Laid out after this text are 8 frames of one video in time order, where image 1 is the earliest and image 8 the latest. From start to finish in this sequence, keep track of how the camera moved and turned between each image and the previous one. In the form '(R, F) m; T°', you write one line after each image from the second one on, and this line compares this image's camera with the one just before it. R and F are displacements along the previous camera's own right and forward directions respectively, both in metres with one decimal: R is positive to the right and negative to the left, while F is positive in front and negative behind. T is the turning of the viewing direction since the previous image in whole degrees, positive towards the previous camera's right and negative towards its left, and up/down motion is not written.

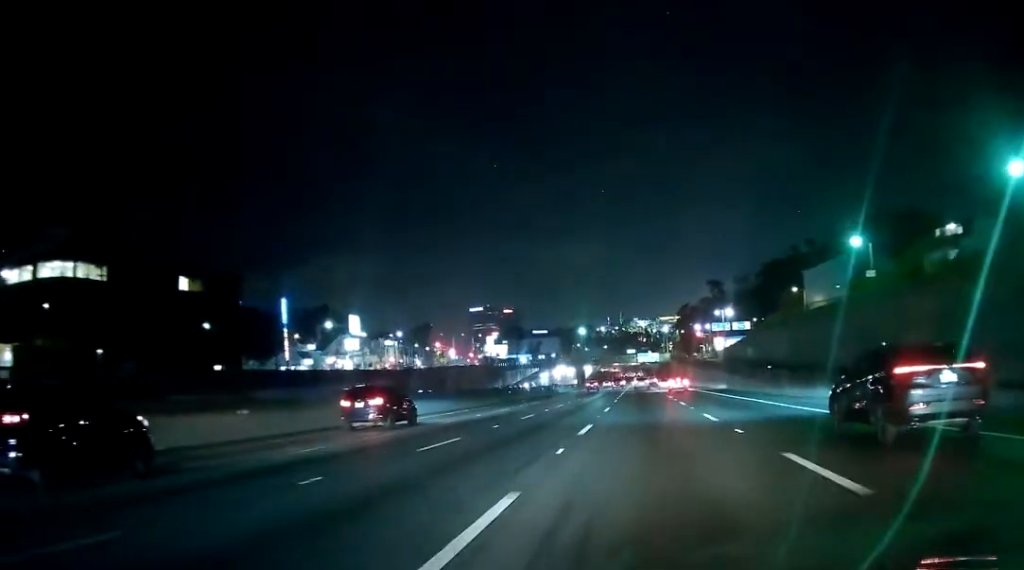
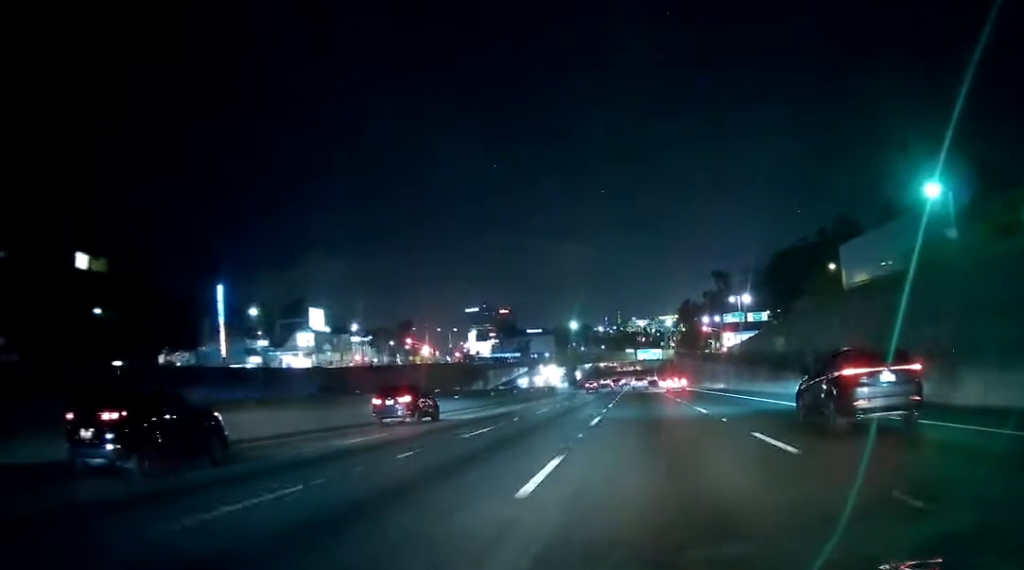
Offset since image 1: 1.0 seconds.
(-0.4, +25.2) m; 0°
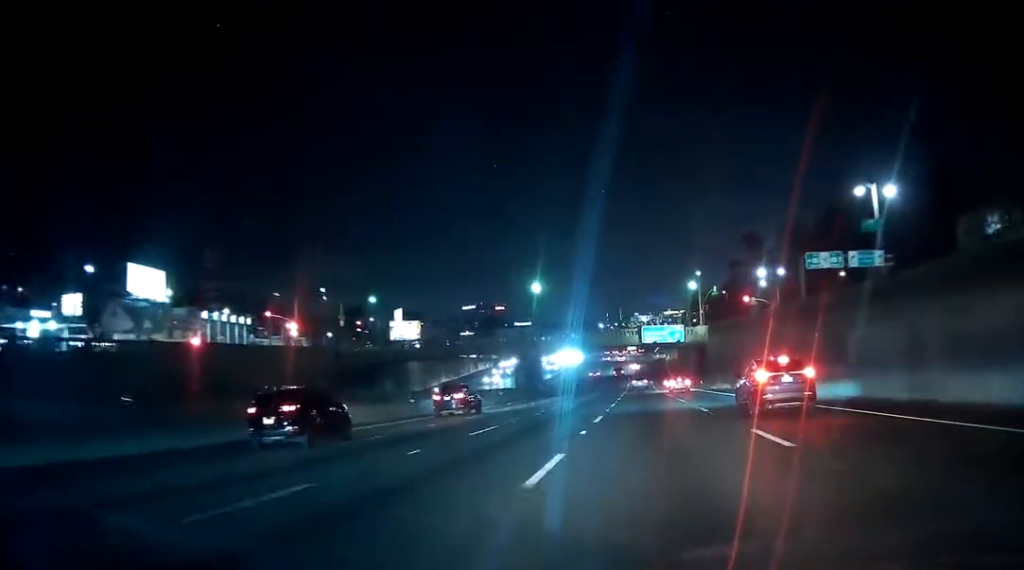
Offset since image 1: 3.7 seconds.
(+1.1, +72.7) m; +1°
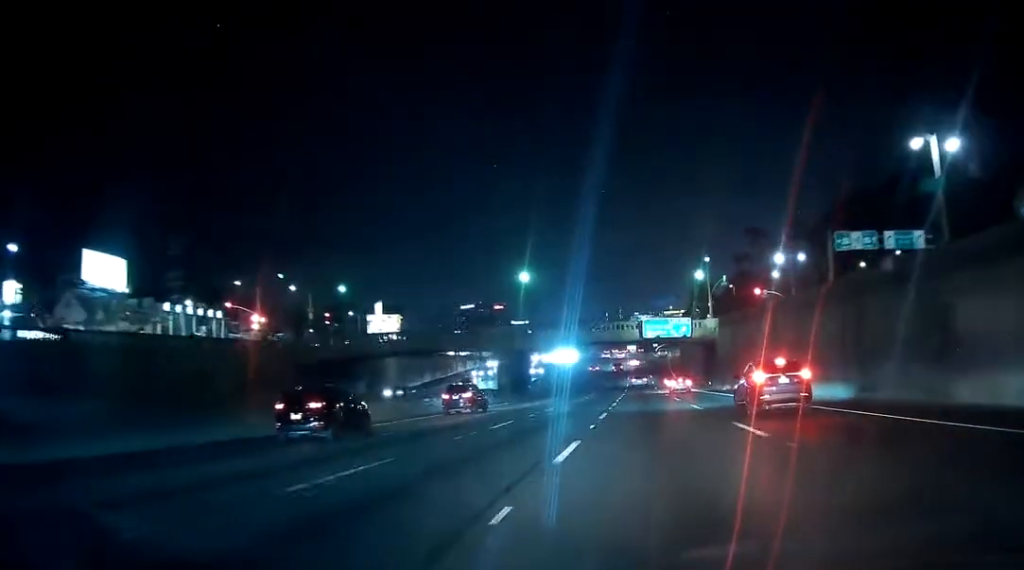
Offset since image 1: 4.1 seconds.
(+0.1, +11.7) m; 0°
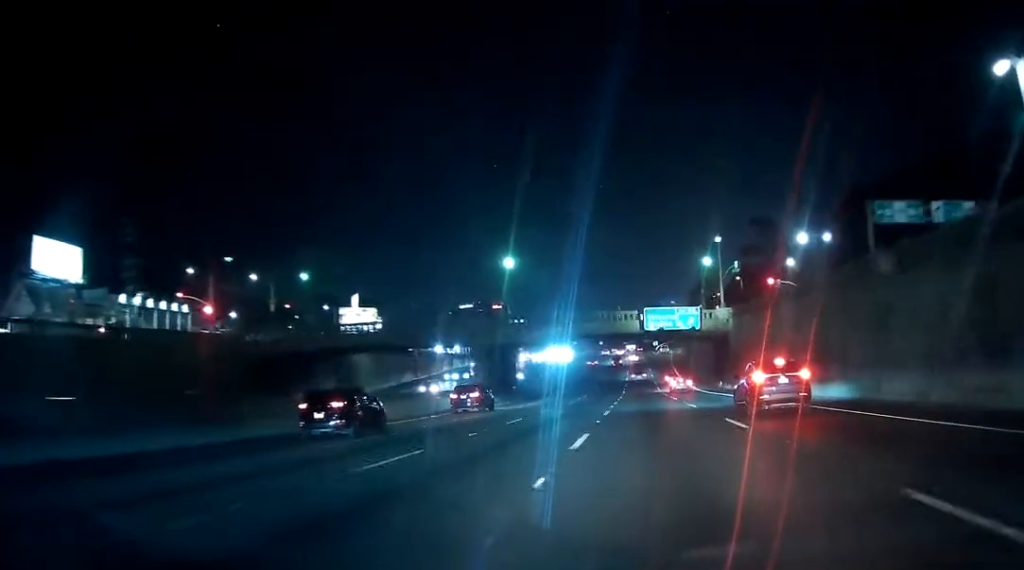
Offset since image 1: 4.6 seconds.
(-0.2, +12.7) m; -1°
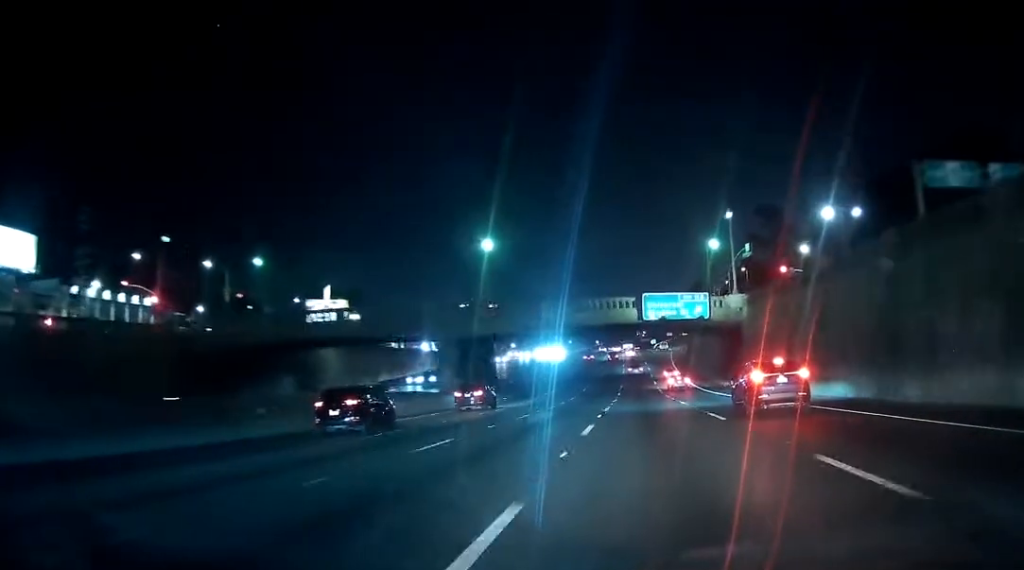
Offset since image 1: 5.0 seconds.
(-0.1, +10.8) m; 0°
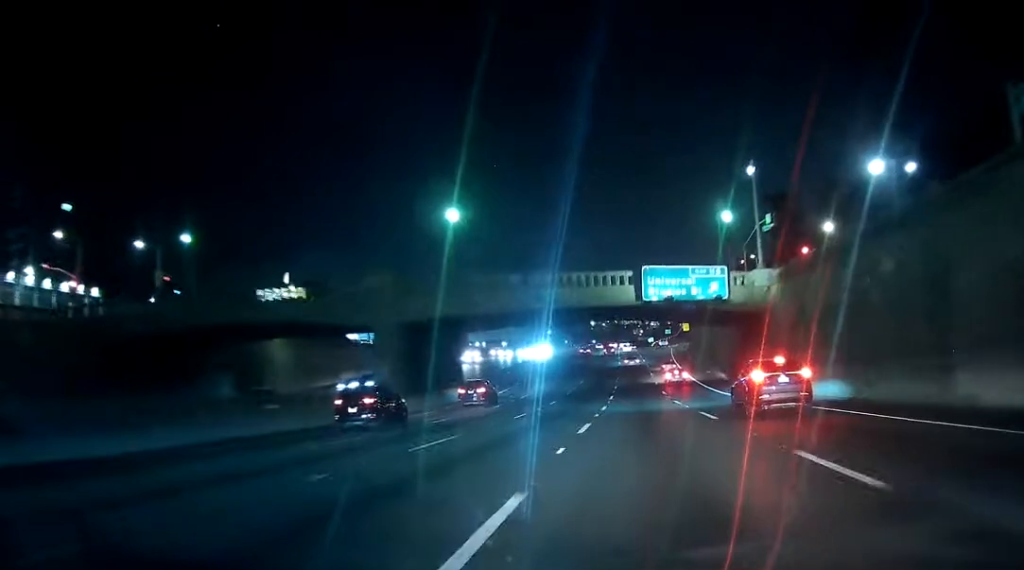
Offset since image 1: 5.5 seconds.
(0.0, +13.5) m; +1°
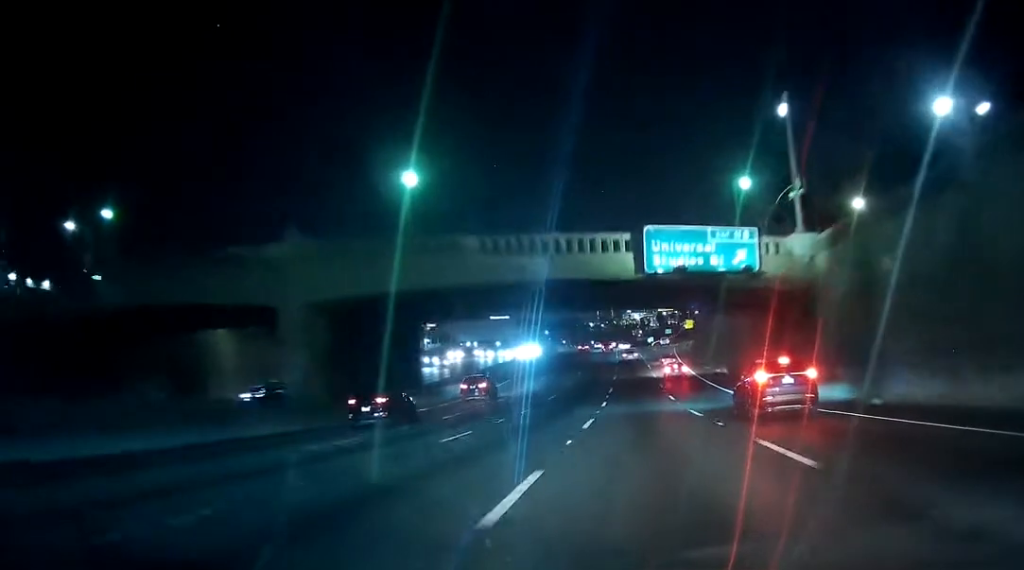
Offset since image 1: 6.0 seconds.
(-0.1, +12.7) m; +1°
